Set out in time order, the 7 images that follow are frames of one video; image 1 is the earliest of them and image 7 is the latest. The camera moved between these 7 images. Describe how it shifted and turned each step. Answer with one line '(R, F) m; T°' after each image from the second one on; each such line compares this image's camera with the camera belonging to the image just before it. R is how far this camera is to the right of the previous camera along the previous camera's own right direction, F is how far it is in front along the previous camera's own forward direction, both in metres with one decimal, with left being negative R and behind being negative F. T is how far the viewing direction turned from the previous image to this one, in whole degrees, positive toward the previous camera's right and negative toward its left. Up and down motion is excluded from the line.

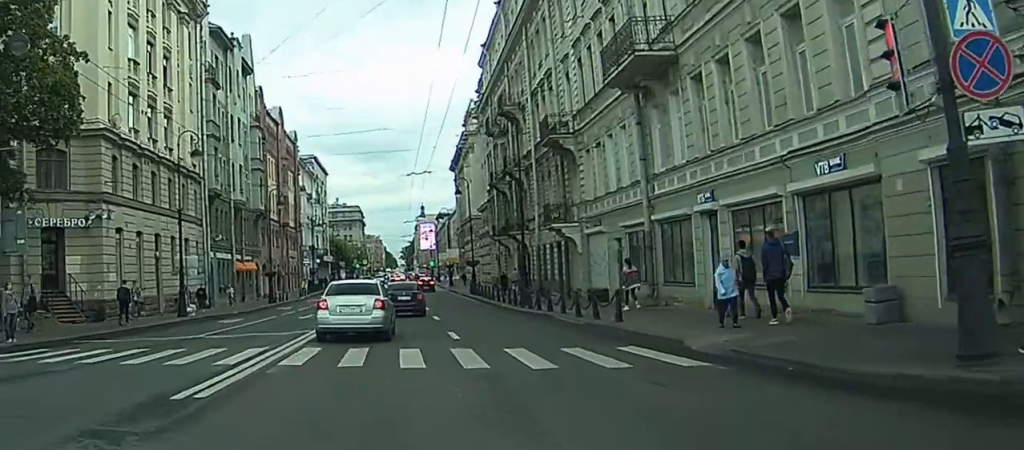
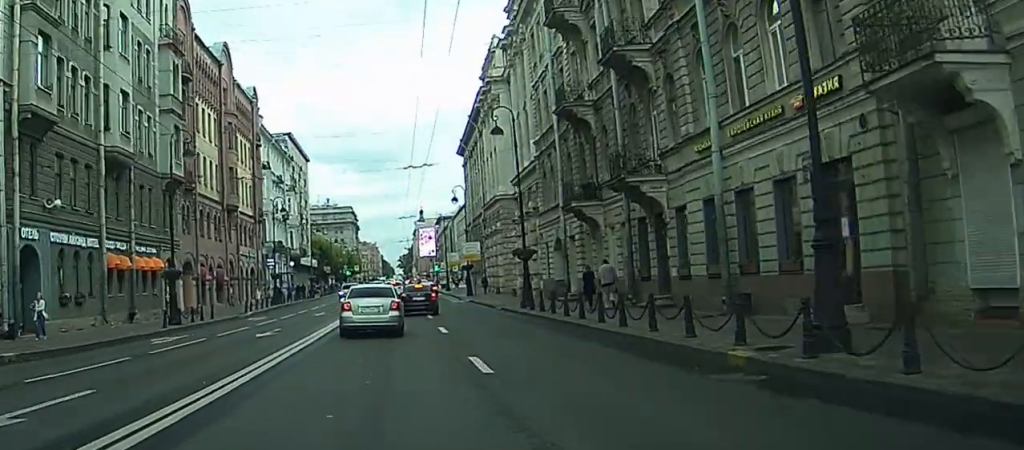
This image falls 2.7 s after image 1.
(-2.6, +29.8) m; -5°
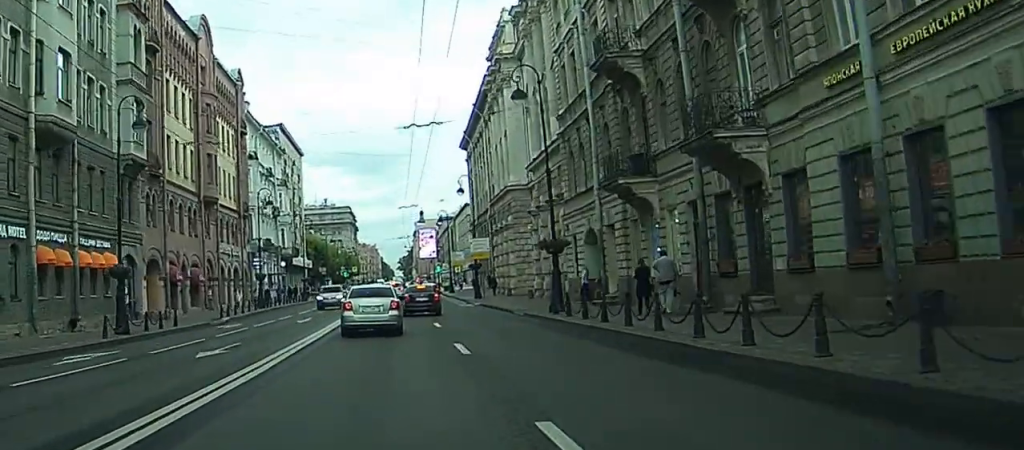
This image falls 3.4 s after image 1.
(0.0, +7.5) m; 0°
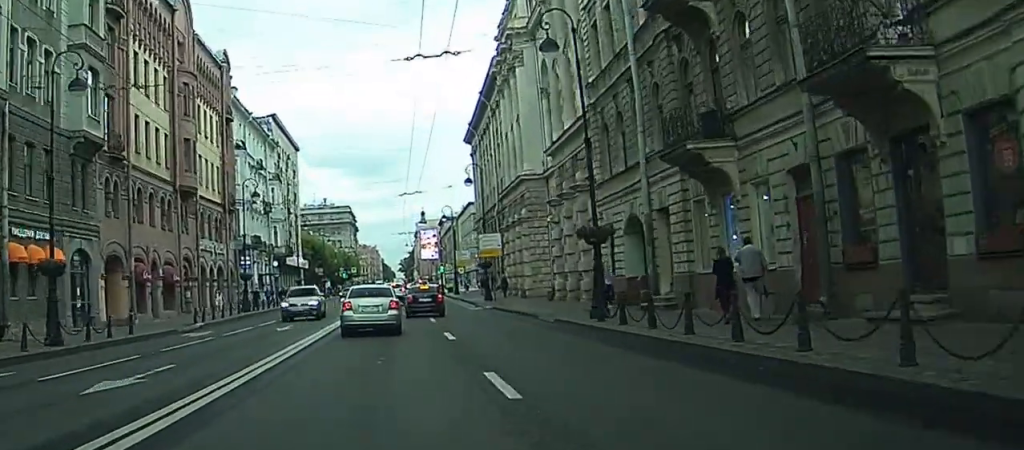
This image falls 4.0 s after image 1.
(0.0, +6.5) m; 0°
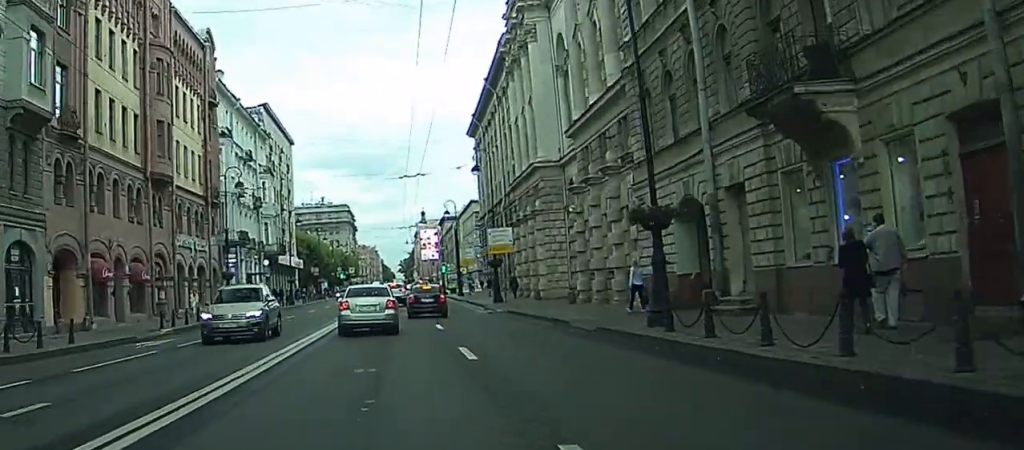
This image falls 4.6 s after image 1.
(0.0, +5.9) m; +1°
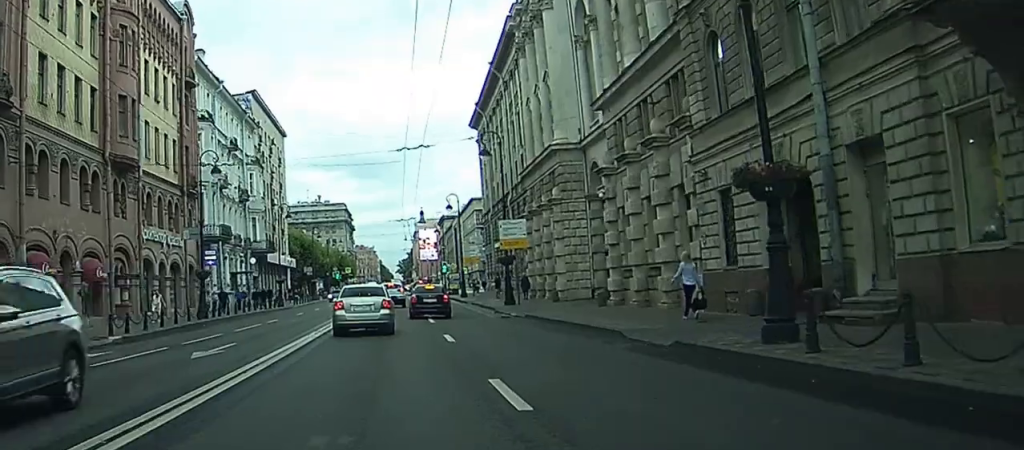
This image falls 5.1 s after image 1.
(0.0, +6.3) m; 0°
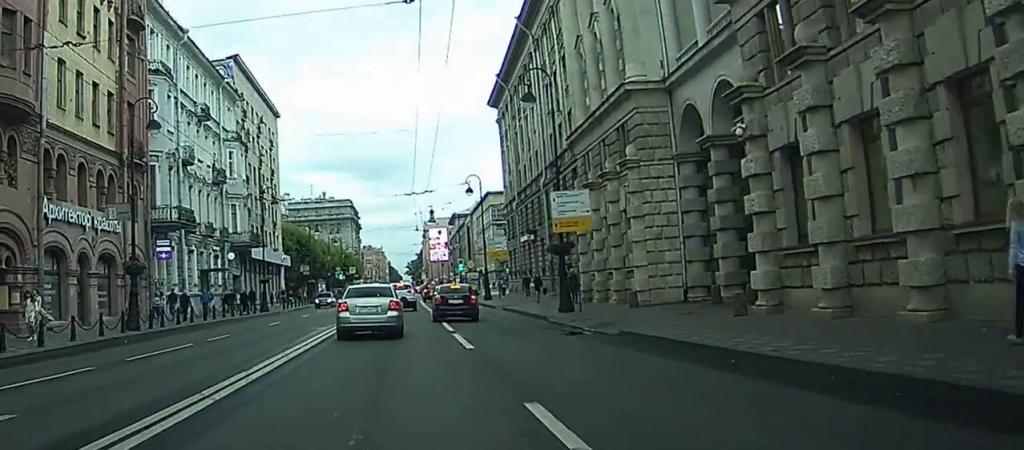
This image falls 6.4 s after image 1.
(-0.2, +14.0) m; -1°
